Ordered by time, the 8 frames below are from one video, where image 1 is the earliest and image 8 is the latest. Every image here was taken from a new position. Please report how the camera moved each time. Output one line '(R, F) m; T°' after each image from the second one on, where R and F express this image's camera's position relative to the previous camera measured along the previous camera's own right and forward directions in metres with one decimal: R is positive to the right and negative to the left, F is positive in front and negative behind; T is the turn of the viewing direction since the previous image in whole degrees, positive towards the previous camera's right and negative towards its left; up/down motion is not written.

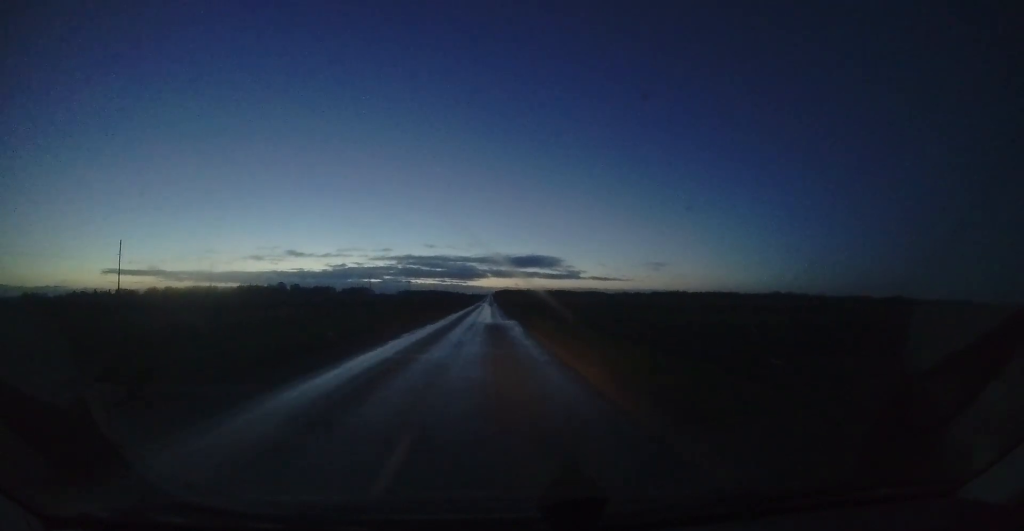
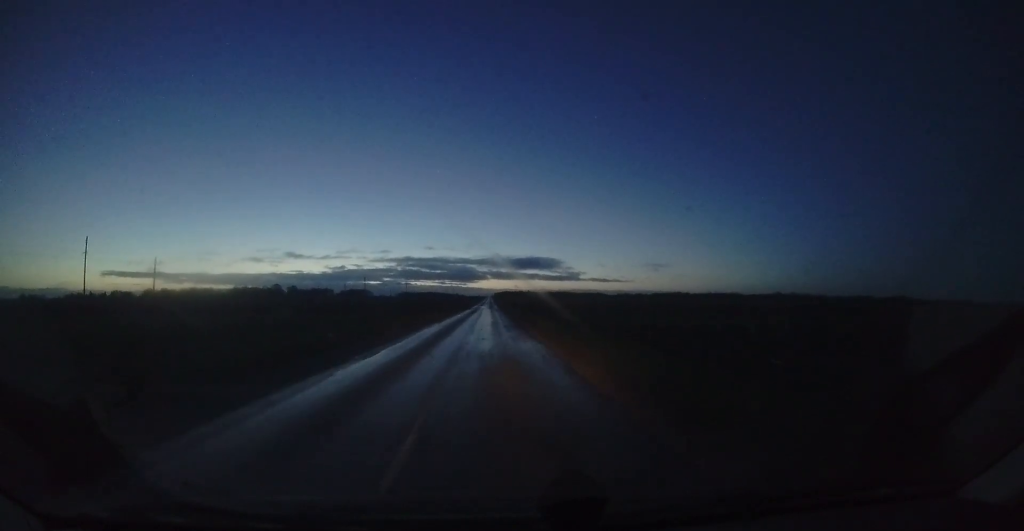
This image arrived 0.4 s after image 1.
(0.0, +11.5) m; 0°
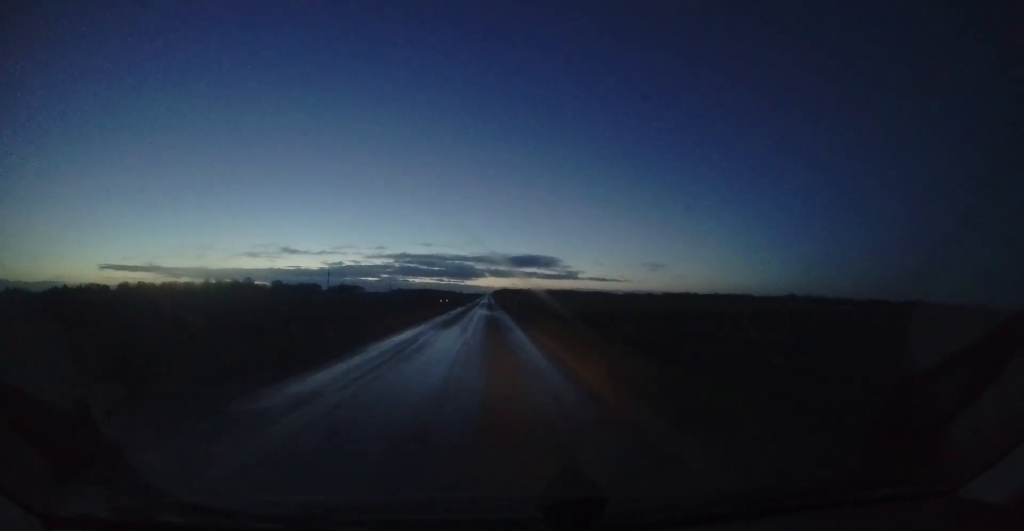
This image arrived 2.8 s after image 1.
(+1.1, +61.8) m; +1°
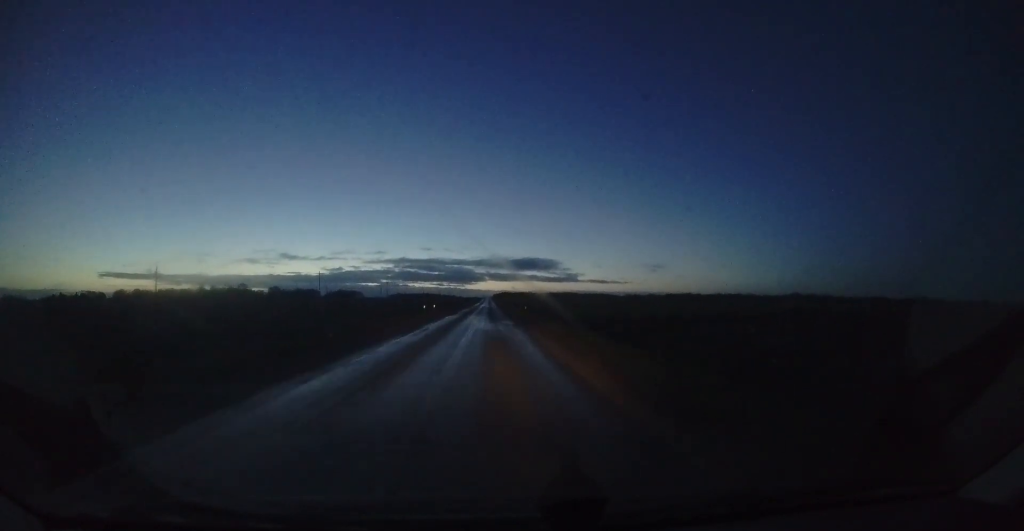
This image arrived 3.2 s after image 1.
(-0.1, +11.4) m; 0°
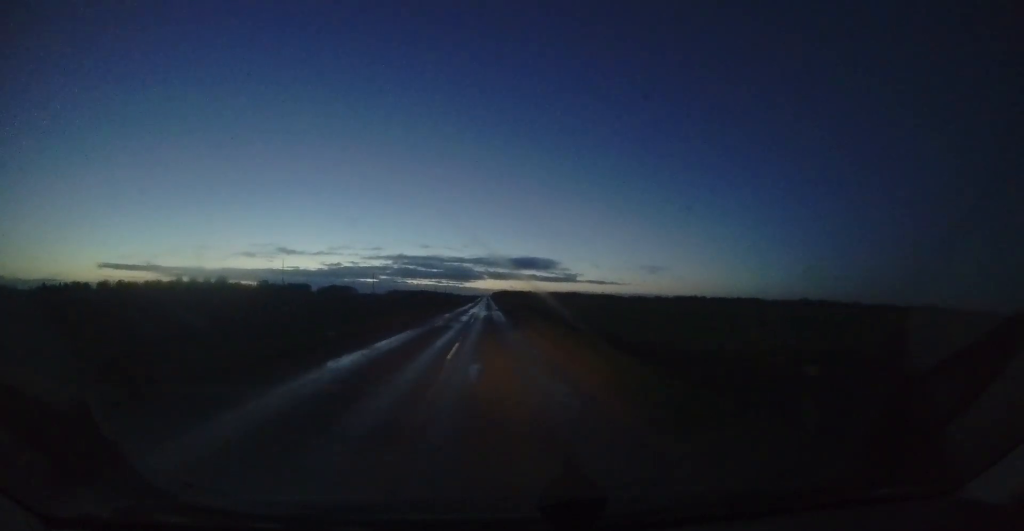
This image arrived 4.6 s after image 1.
(+0.3, +37.7) m; 0°
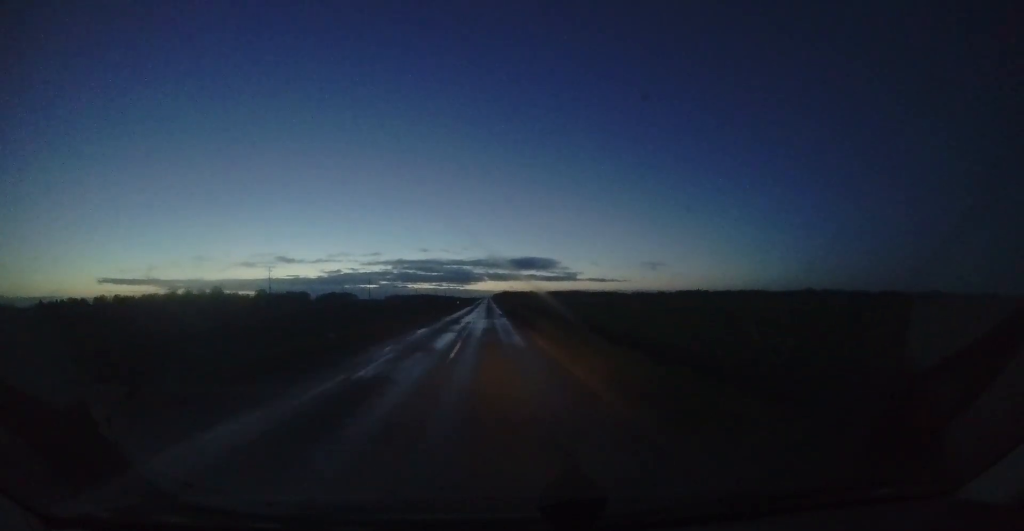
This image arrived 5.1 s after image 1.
(0.0, +11.4) m; 0°
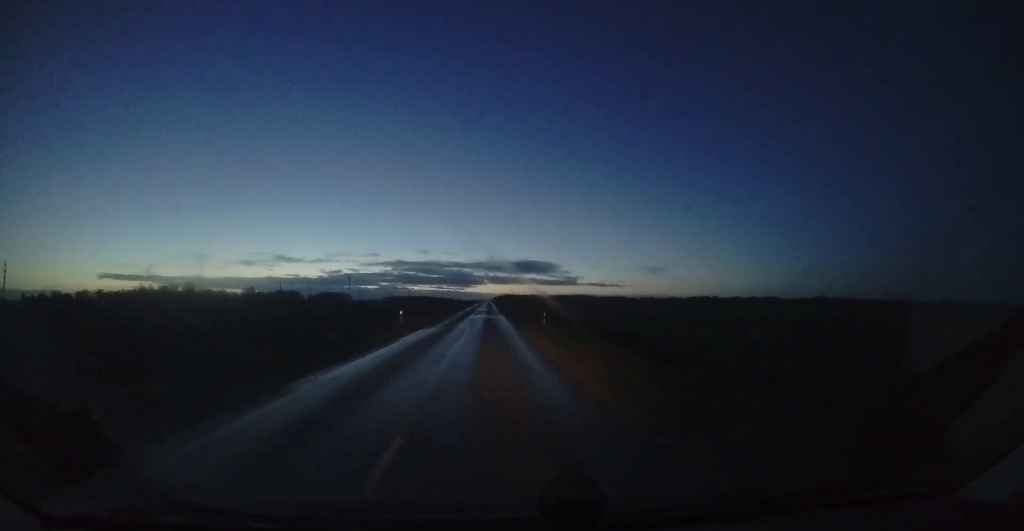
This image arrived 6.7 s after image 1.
(-0.4, +43.9) m; 0°
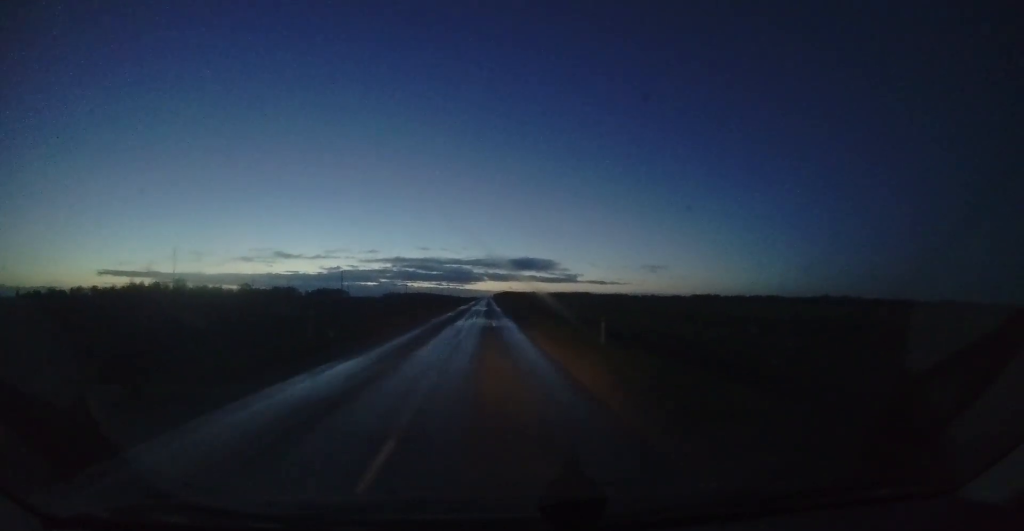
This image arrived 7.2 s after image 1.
(+0.1, +12.2) m; +1°
